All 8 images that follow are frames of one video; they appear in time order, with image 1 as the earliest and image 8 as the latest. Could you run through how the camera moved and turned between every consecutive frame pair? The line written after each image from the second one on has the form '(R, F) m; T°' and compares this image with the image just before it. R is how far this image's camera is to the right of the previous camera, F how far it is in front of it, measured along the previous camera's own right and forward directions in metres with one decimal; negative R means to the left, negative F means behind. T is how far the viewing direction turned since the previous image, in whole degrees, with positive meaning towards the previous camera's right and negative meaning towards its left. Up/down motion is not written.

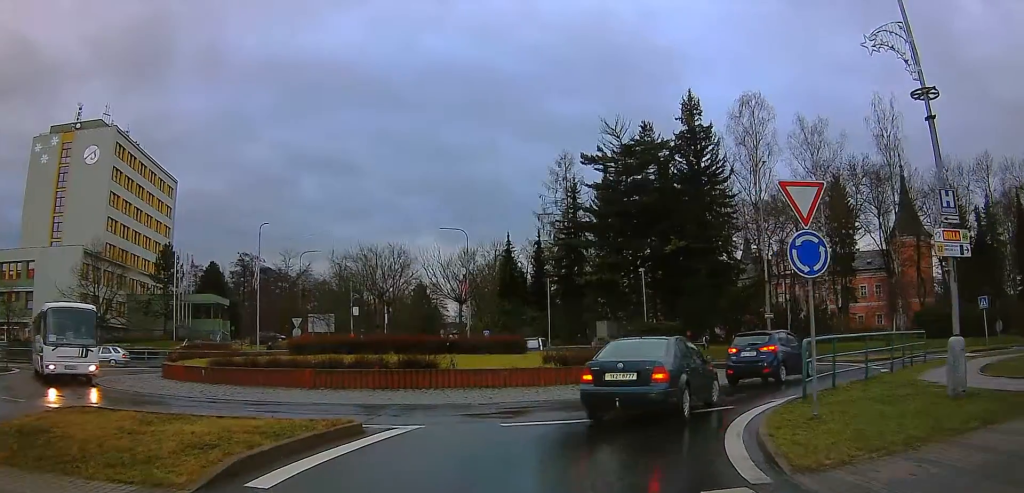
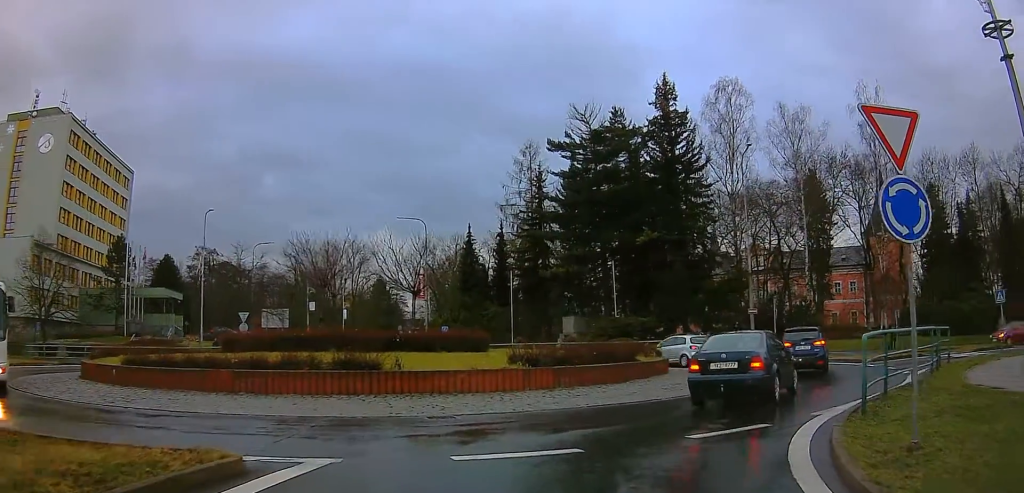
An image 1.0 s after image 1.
(+0.2, +1.9) m; +7°
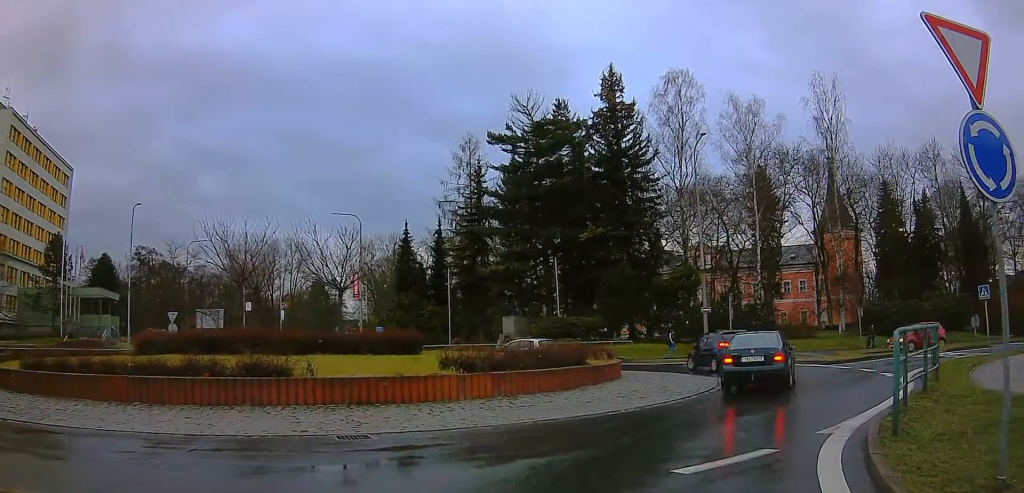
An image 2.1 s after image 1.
(0.0, +2.8) m; 0°
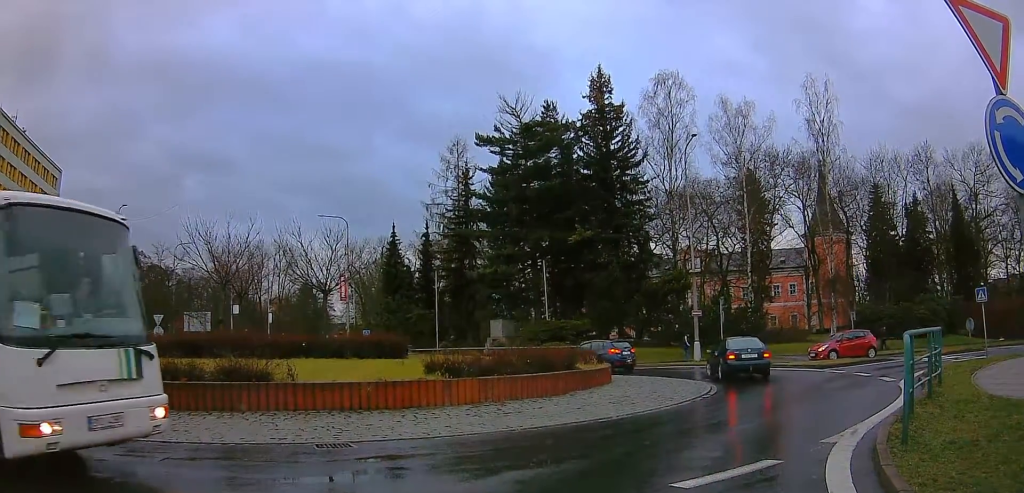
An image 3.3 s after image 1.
(0.0, +2.6) m; 0°
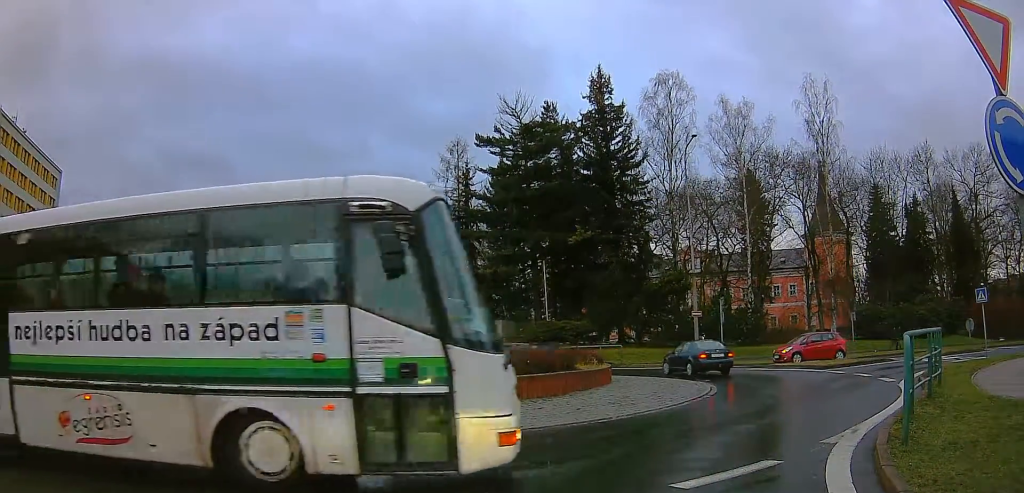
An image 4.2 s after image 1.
(0.0, +0.6) m; 0°
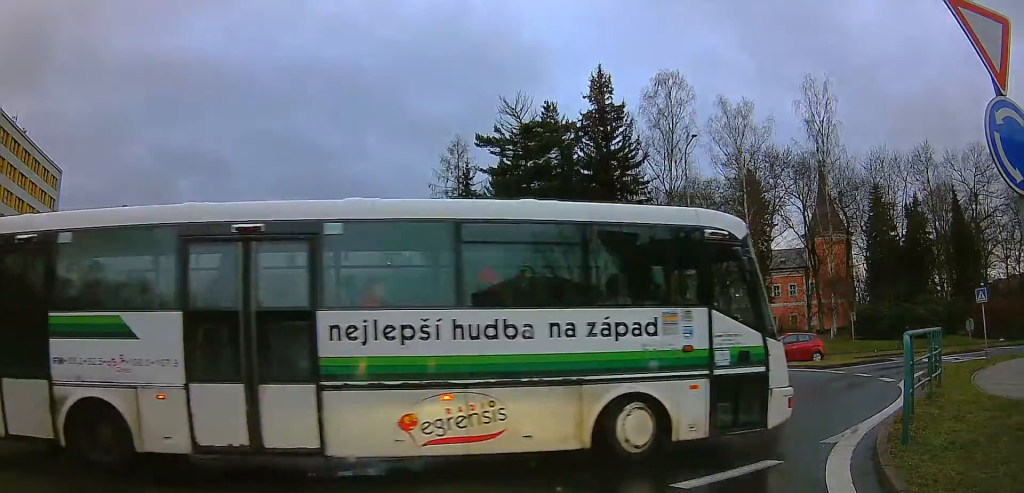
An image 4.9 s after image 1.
(0.0, +0.1) m; 0°
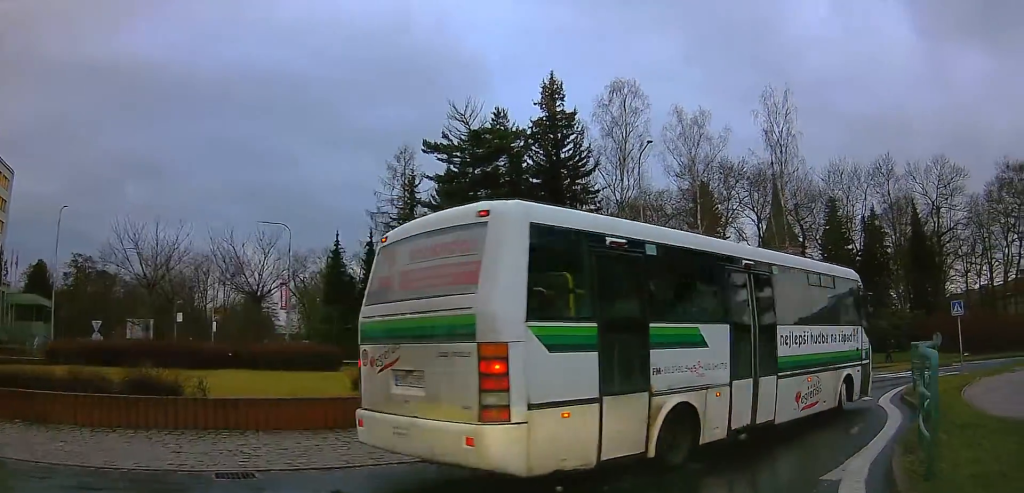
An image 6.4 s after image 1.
(0.0, +0.2) m; 0°
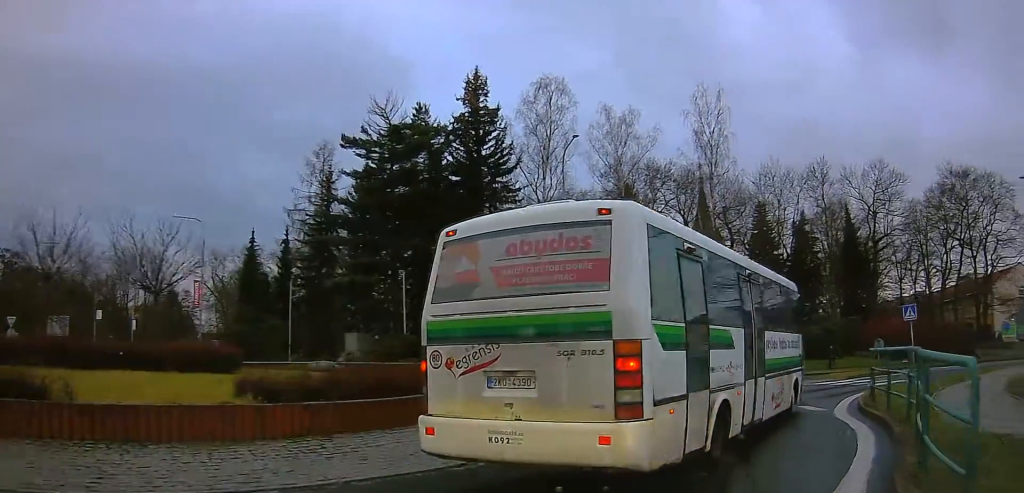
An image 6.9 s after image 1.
(0.0, +0.3) m; +1°
